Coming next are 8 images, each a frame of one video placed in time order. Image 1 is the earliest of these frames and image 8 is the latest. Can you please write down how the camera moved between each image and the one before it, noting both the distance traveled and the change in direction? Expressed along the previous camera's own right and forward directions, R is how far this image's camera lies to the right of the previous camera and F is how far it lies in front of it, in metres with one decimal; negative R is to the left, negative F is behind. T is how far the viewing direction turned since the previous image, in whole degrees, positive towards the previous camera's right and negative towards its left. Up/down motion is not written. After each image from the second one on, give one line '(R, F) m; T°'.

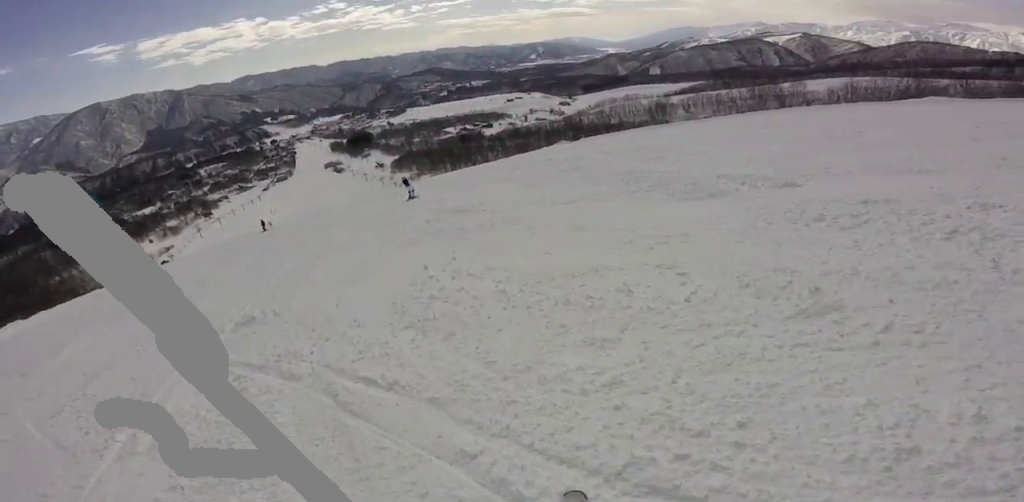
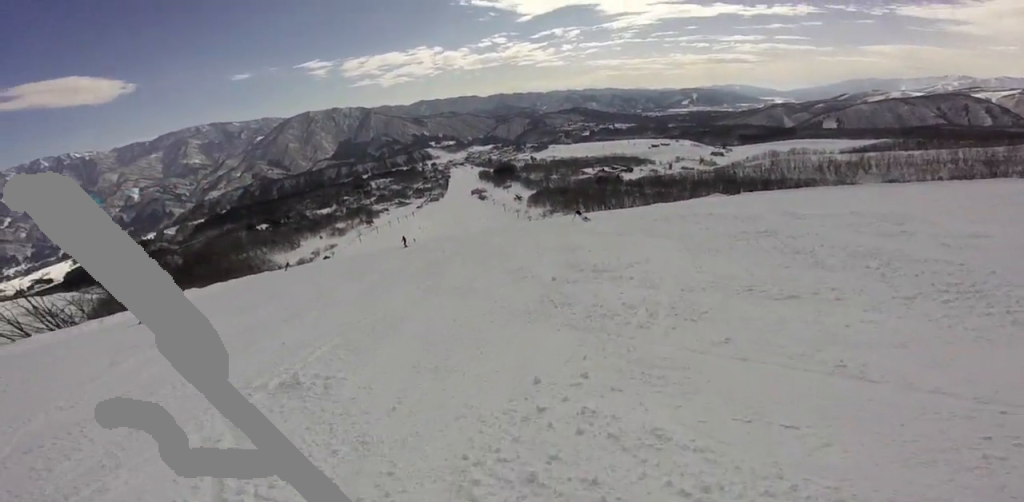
(+0.2, +2.3) m; +7°
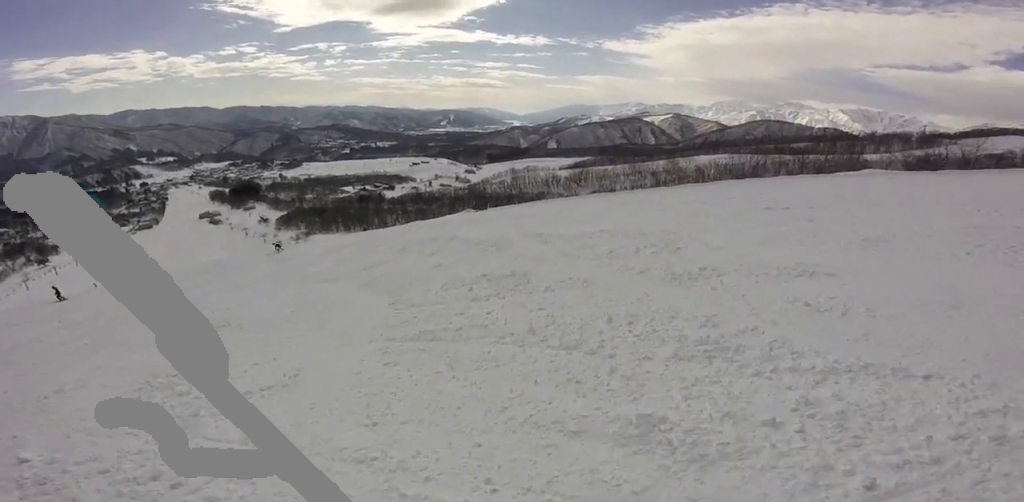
(+0.6, +4.5) m; +22°
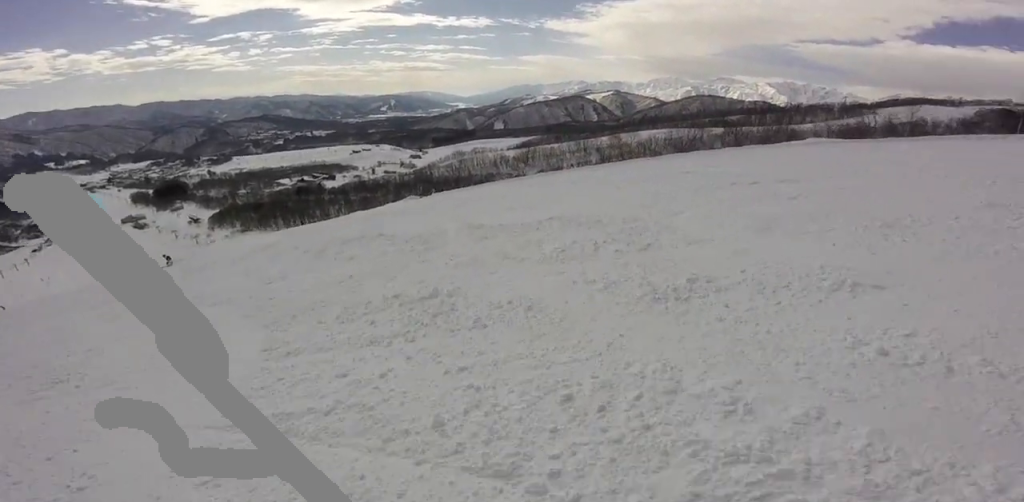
(+0.1, +1.6) m; +5°
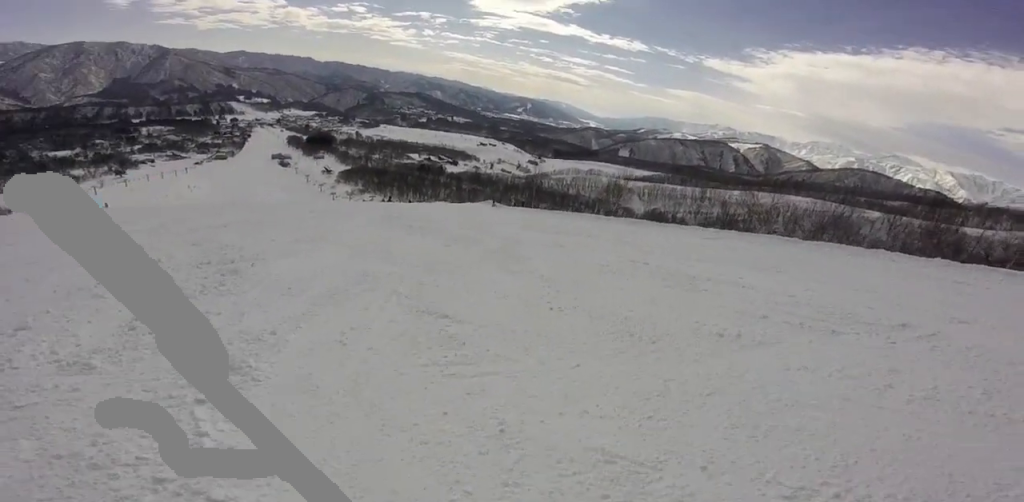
(+0.2, +8.9) m; -10°
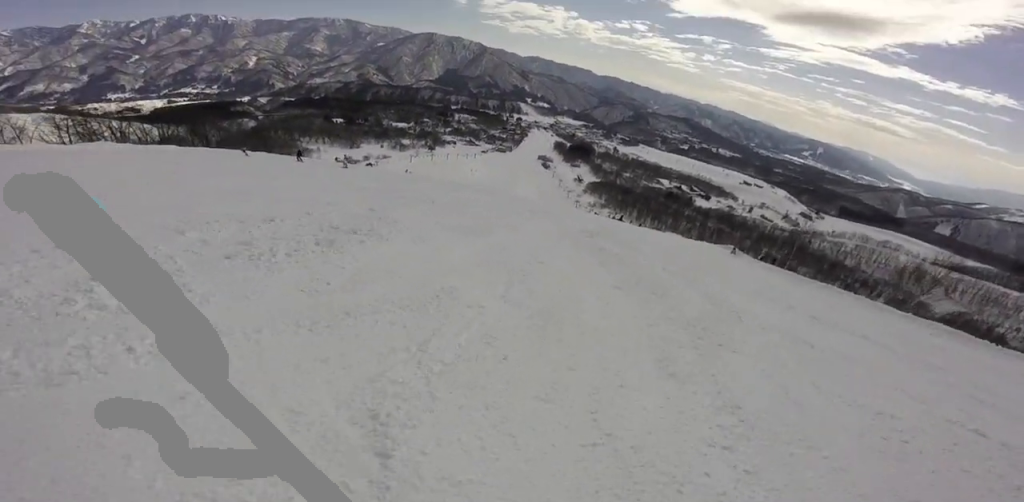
(0.0, +3.3) m; -14°
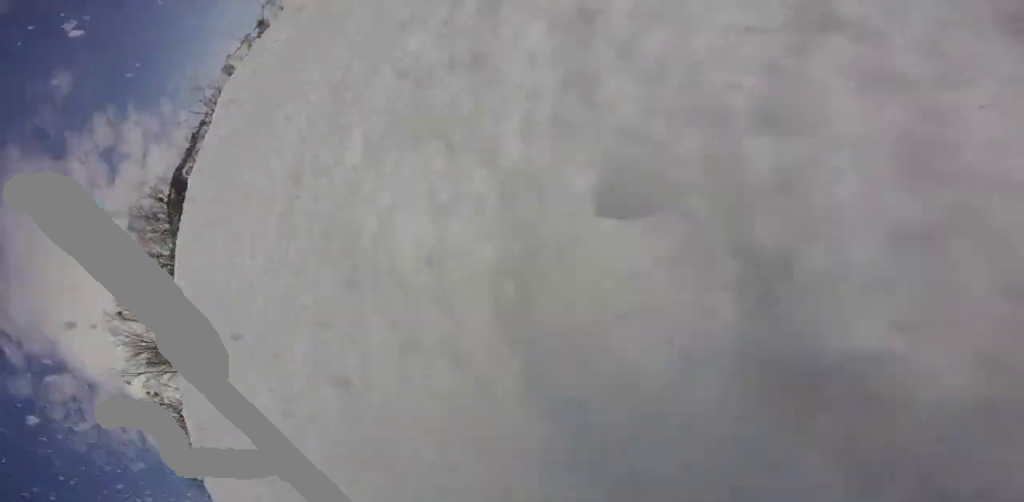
(-1.1, +4.4) m; -5°
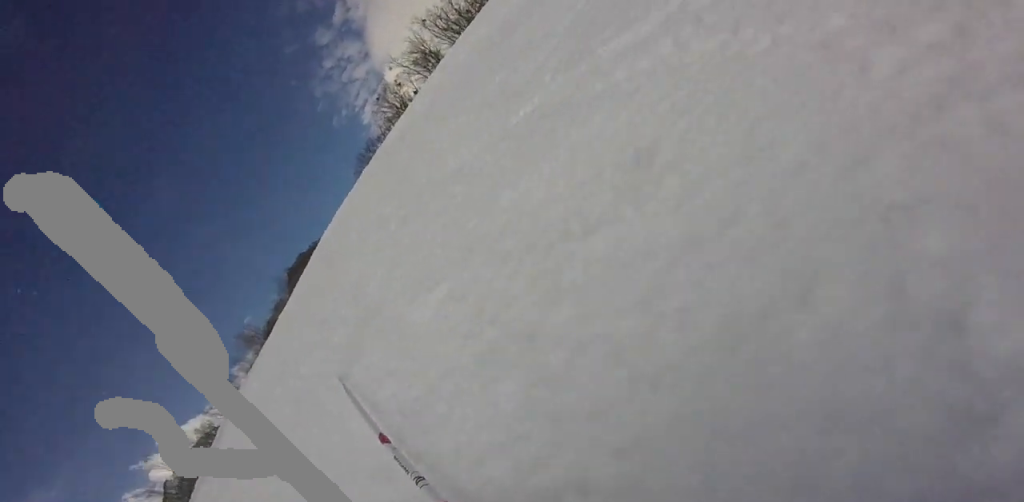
(+0.2, +2.4) m; +7°
